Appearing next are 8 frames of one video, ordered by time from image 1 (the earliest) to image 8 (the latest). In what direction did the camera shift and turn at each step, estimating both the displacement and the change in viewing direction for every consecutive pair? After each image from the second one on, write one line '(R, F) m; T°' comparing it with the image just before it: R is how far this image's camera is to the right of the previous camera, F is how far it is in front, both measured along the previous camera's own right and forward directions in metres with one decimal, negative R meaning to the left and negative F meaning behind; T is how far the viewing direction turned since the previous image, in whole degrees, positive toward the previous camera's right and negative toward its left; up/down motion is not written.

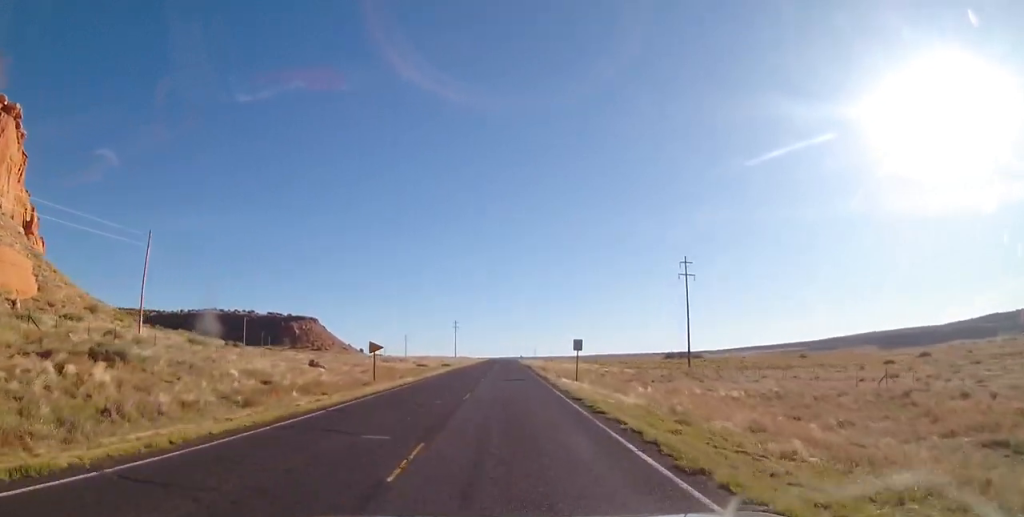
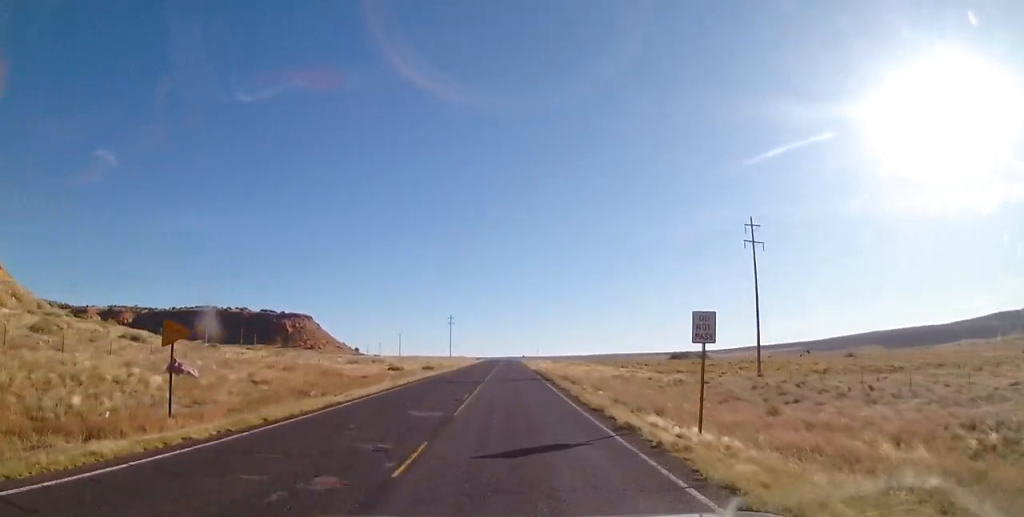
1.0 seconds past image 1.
(0.0, +24.6) m; 0°
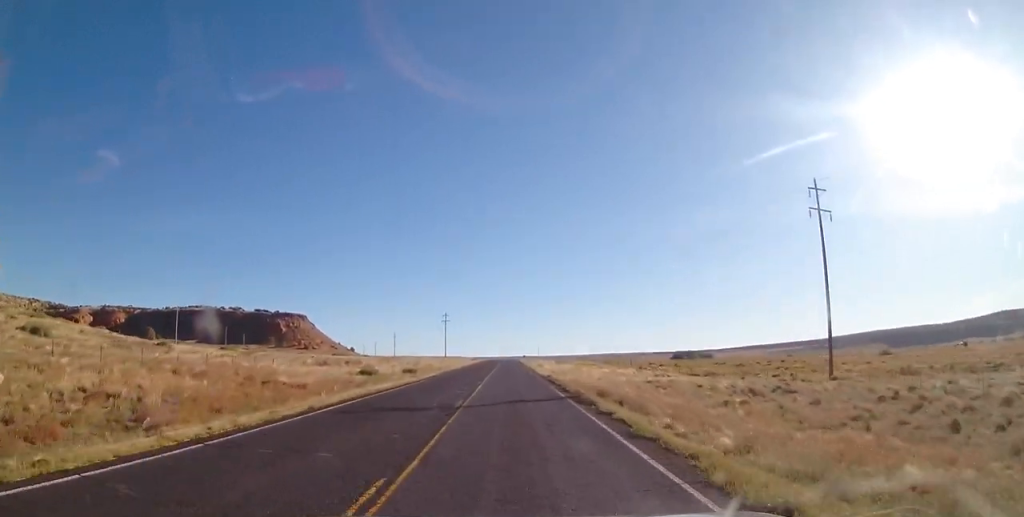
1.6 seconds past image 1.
(0.0, +15.2) m; 0°
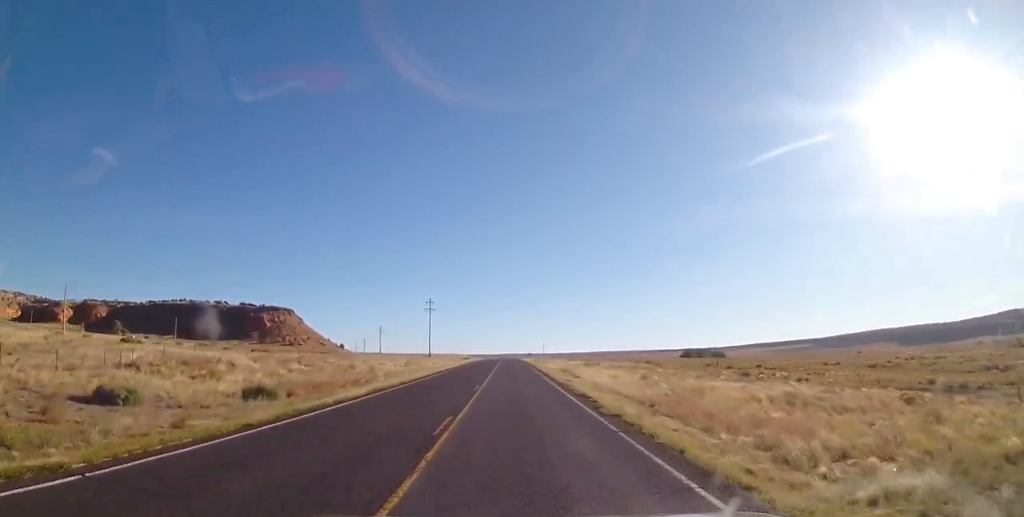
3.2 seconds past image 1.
(0.0, +42.4) m; 0°
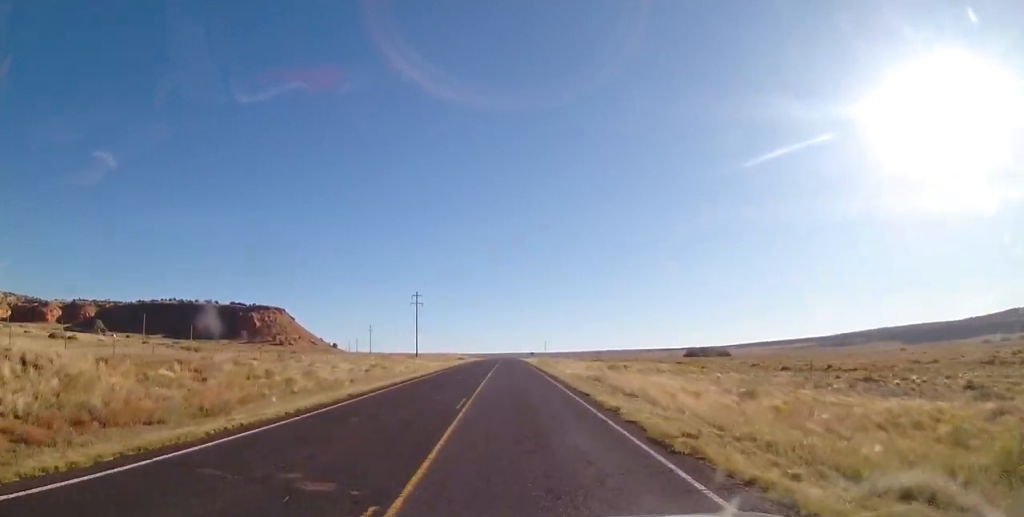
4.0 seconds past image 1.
(0.0, +20.3) m; +1°
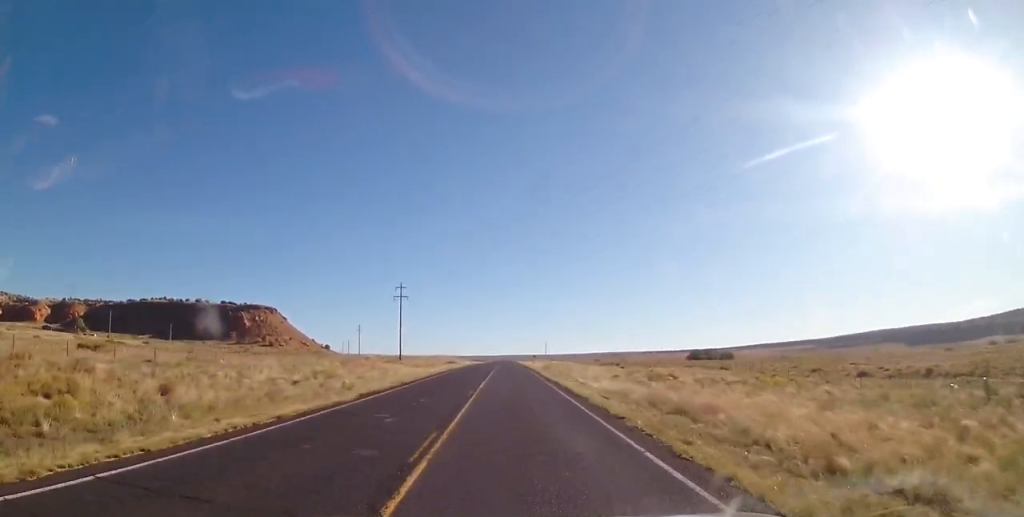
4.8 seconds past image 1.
(+0.2, +18.6) m; 0°
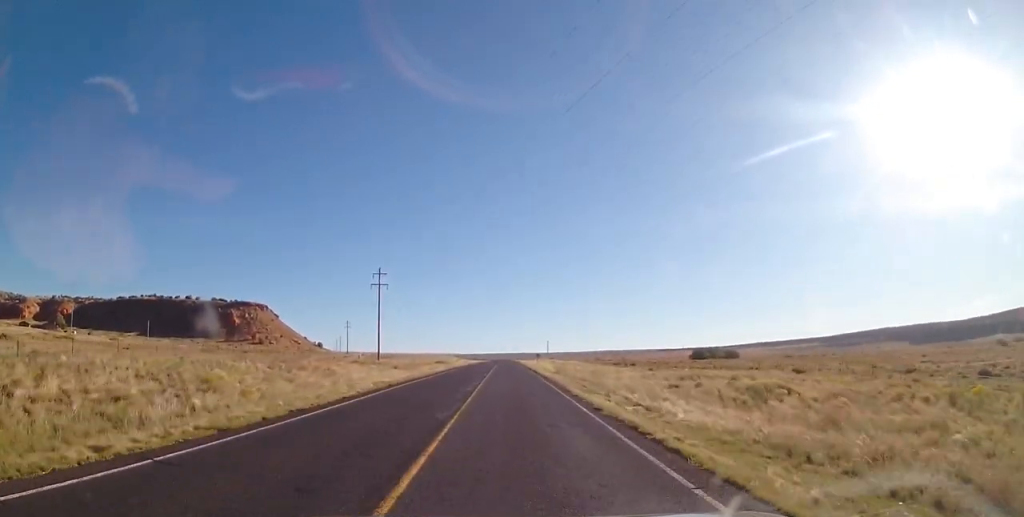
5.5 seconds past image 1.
(+0.1, +18.6) m; 0°
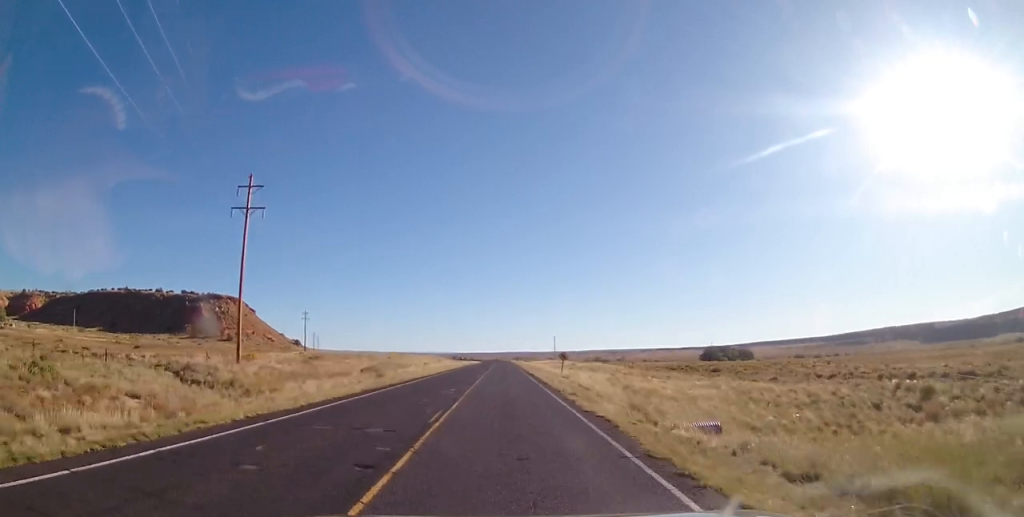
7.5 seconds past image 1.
(-0.7, +50.9) m; 0°
